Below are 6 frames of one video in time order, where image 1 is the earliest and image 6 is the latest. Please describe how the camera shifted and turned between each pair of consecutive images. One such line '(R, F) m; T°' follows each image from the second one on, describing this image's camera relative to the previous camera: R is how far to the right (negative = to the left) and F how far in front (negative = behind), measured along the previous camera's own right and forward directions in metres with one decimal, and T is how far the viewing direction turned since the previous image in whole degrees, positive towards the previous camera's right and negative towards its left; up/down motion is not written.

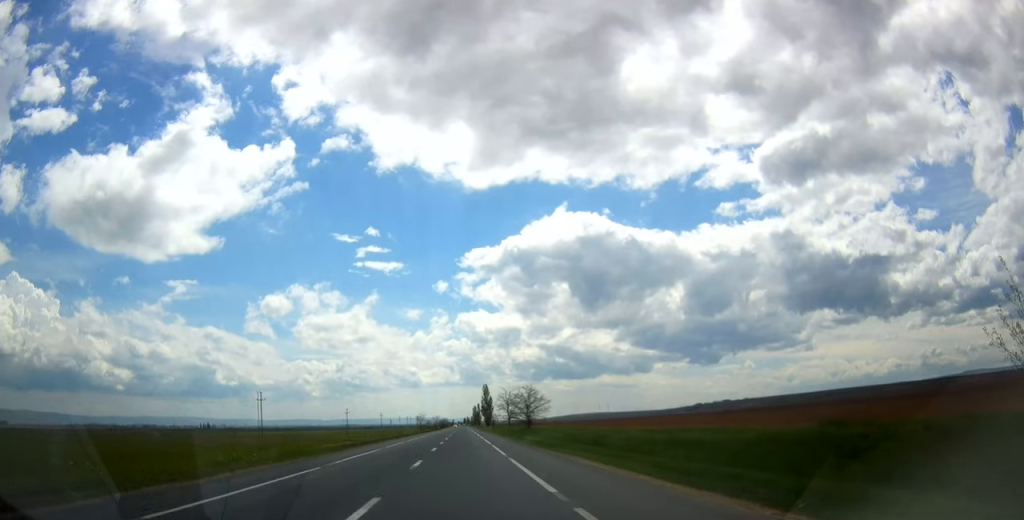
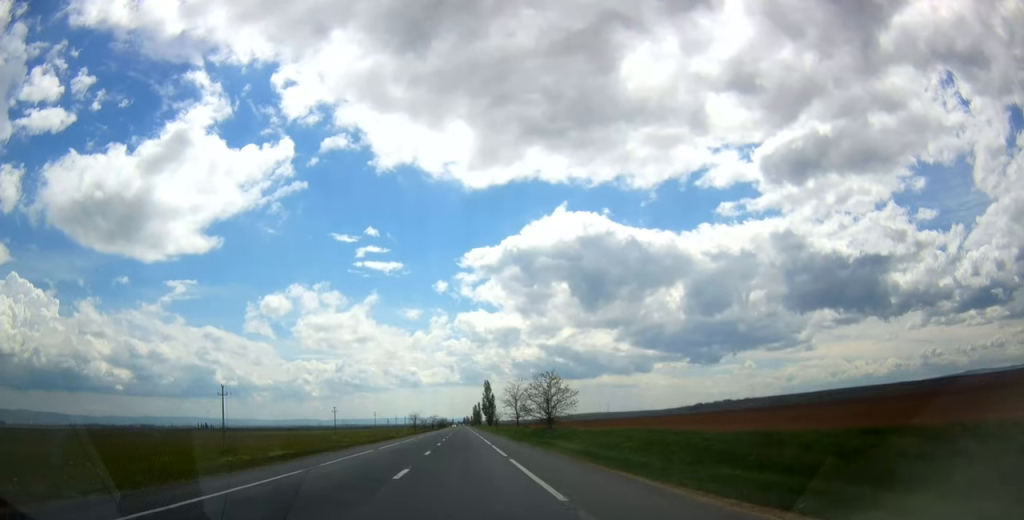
(-0.2, +16.2) m; 0°
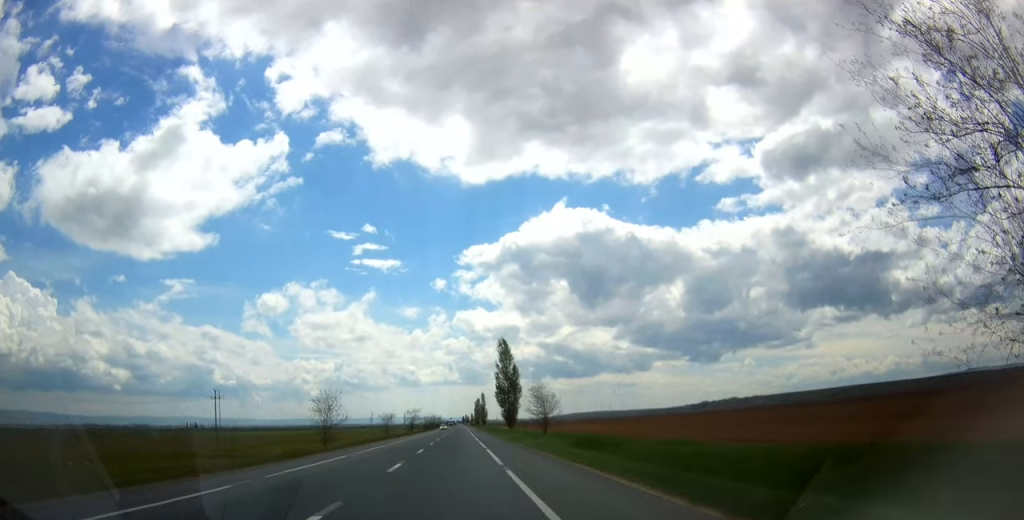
(+0.7, +79.4) m; 0°
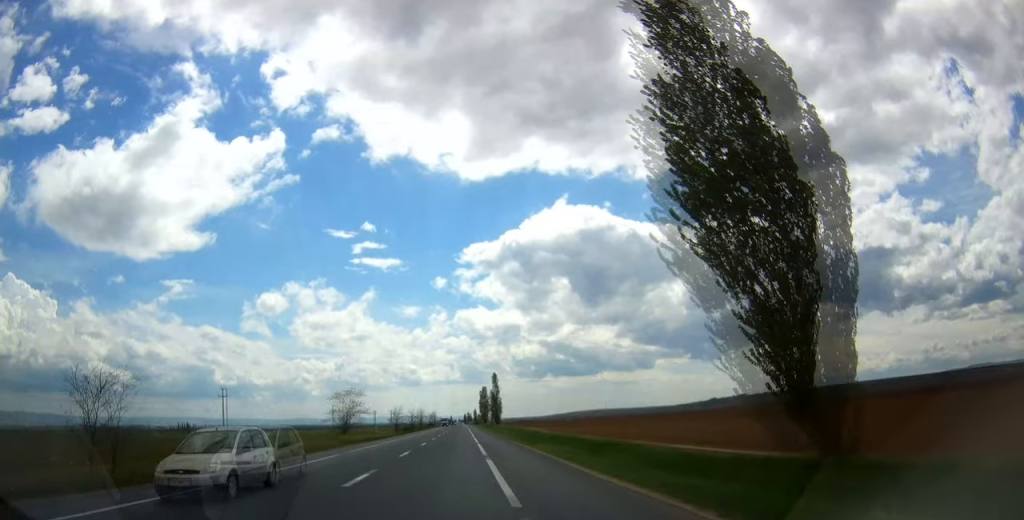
(+0.6, +75.0) m; 0°
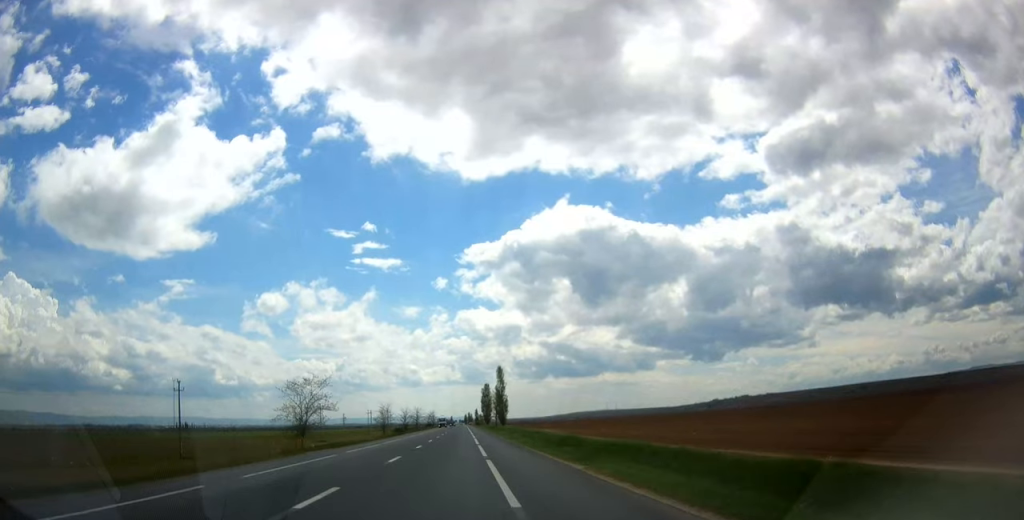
(-0.2, +16.2) m; 0°
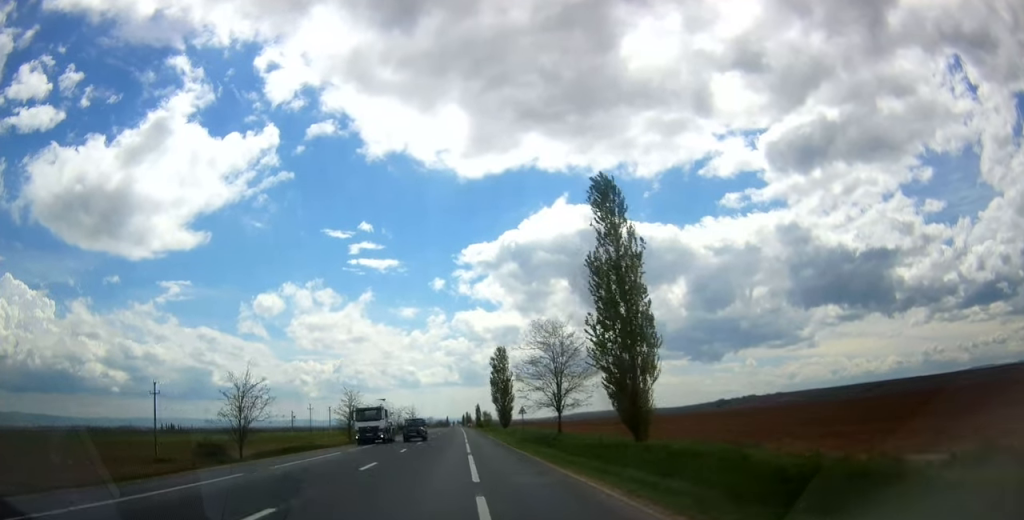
(-0.2, +85.3) m; 0°
